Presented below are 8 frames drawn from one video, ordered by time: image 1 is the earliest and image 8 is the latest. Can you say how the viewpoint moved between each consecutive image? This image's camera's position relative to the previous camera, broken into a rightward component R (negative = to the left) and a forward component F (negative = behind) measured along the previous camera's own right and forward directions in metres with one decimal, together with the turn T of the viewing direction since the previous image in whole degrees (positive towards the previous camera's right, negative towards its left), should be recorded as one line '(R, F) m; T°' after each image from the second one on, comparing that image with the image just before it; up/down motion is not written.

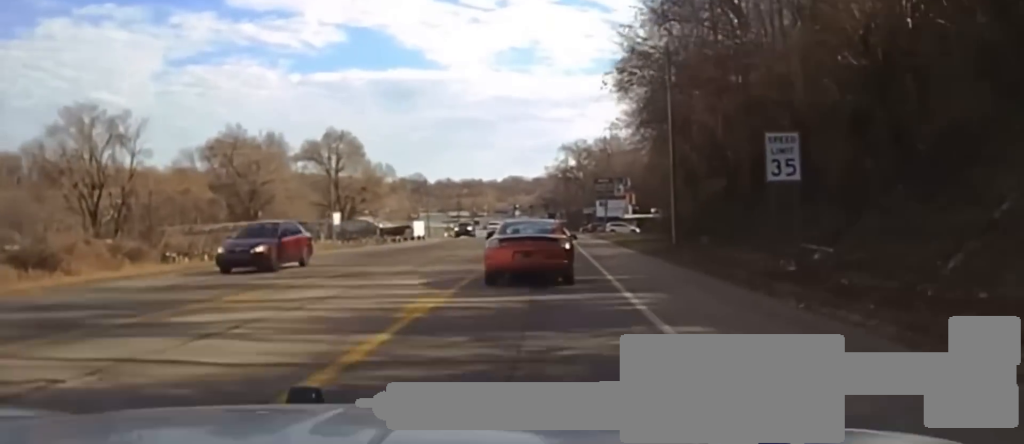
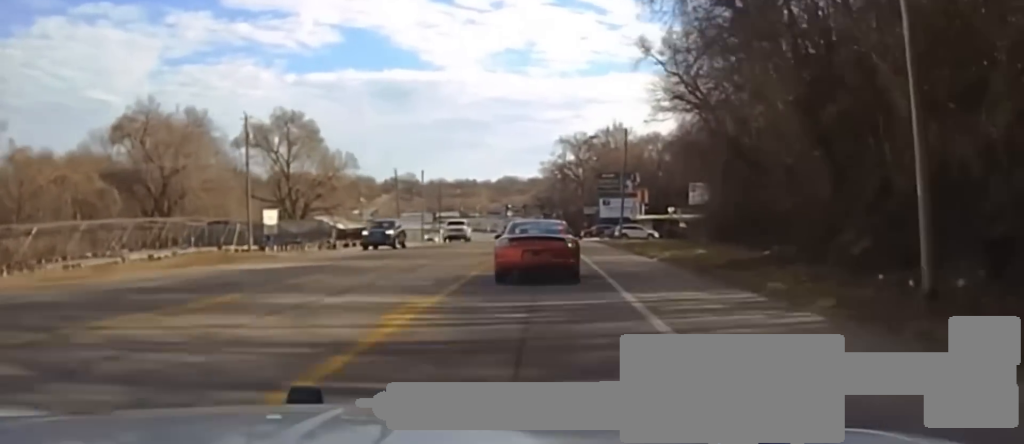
(0.0, +29.1) m; 0°
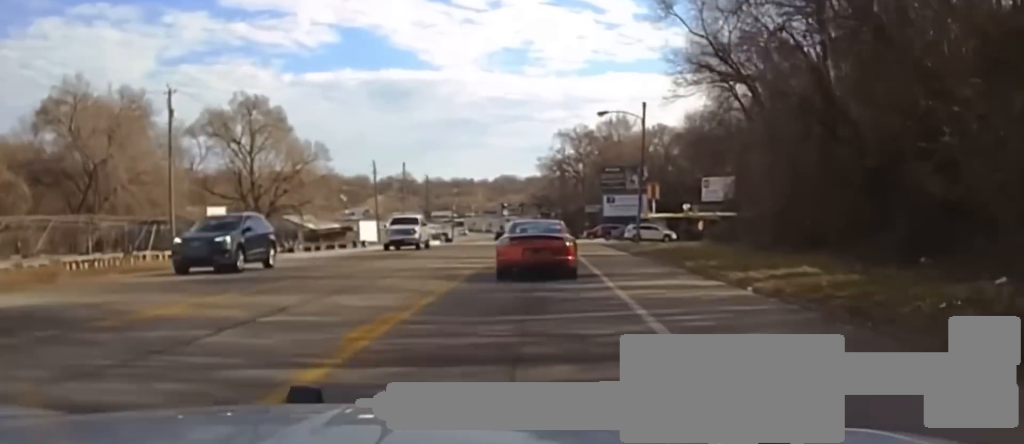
(0.0, +16.9) m; 0°
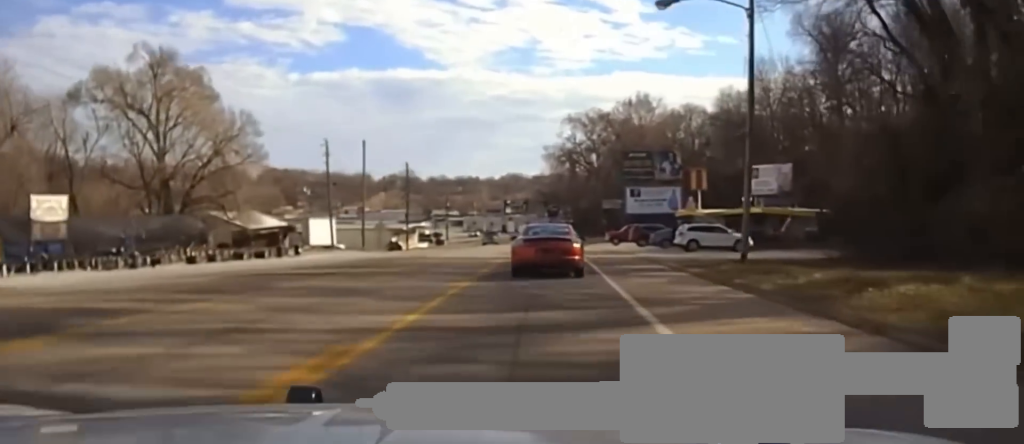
(-0.1, +27.4) m; 0°
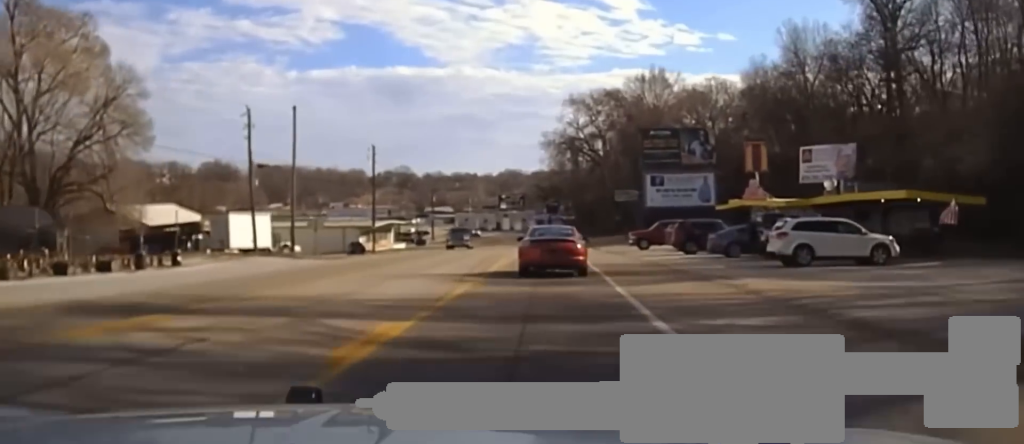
(-0.1, +21.6) m; 0°
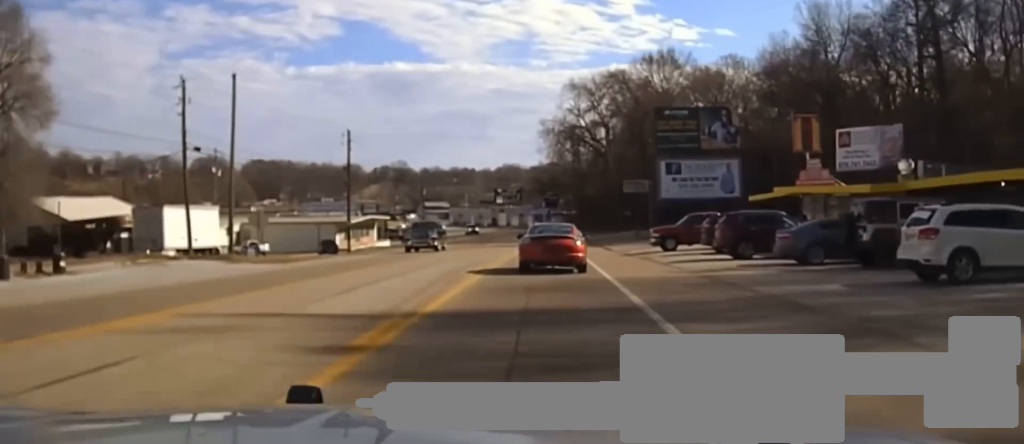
(0.0, +11.7) m; 0°
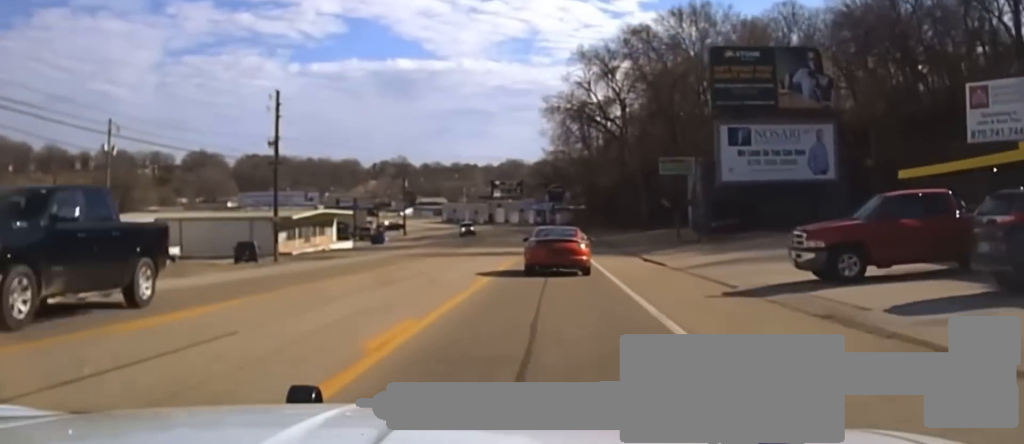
(+0.2, +25.1) m; 0°
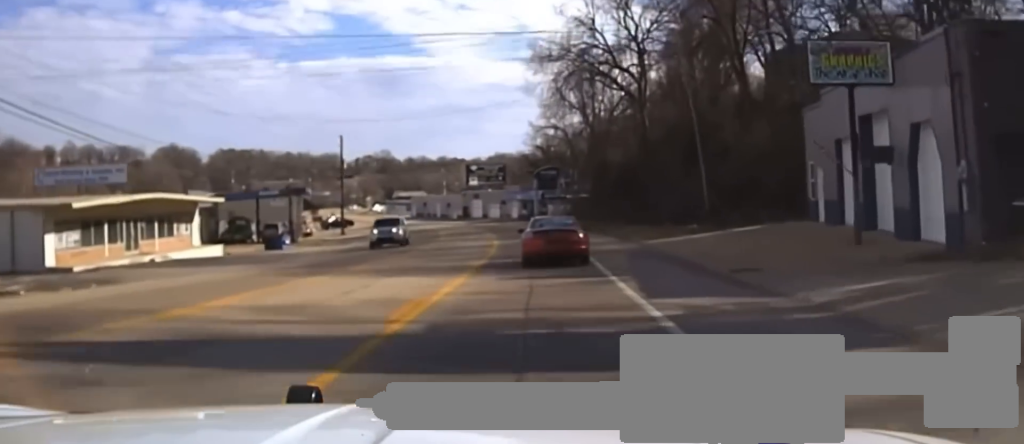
(-0.2, +36.6) m; 0°
